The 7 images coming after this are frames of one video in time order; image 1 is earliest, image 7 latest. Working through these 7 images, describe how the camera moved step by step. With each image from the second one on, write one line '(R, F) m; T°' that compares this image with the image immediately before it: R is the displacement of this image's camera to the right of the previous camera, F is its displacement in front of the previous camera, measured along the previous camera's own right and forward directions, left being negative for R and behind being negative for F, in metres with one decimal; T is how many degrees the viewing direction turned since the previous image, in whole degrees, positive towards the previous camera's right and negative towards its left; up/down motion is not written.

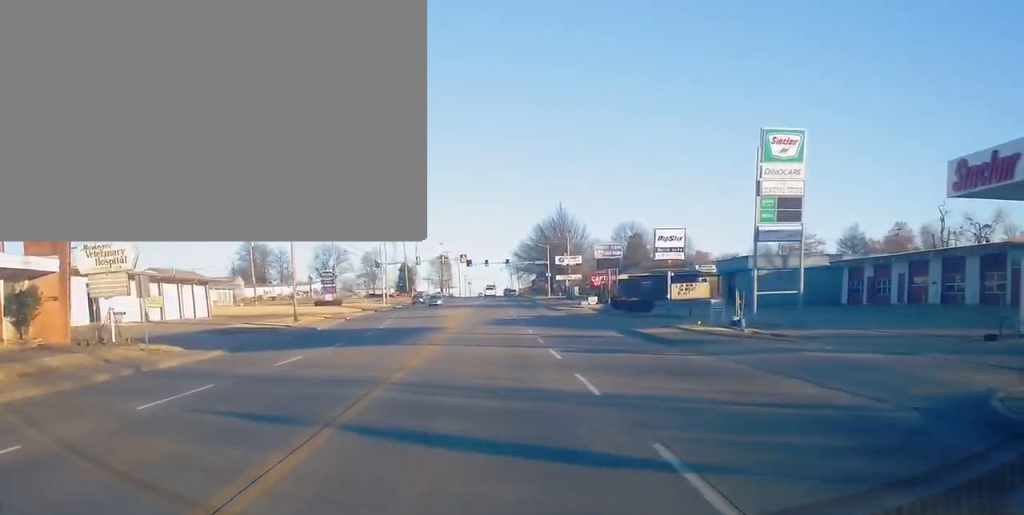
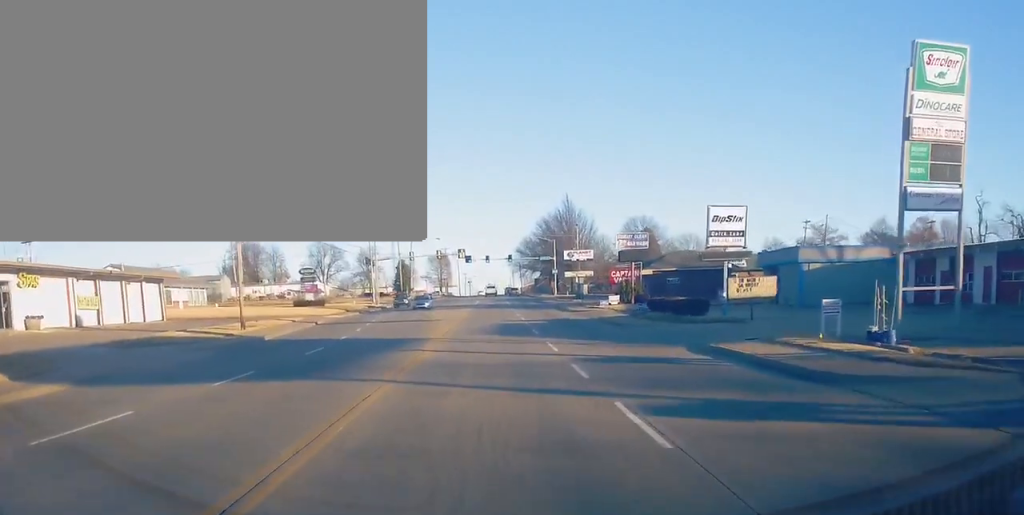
(0.0, +11.6) m; 0°
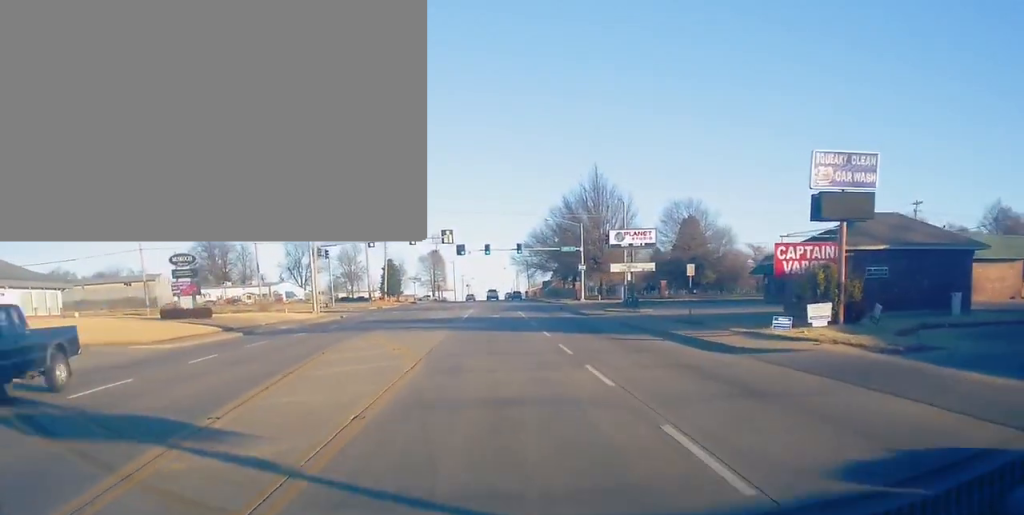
(-0.8, +38.0) m; -2°
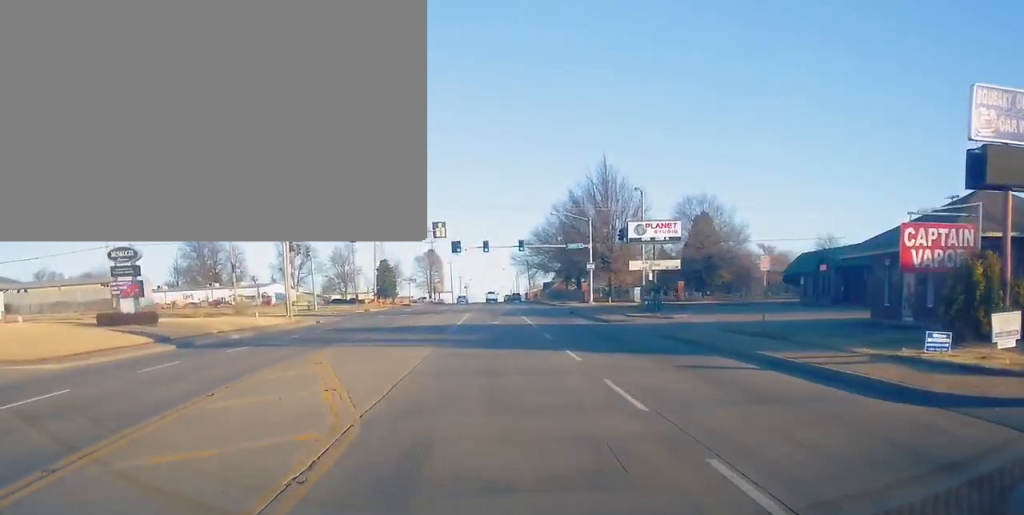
(+0.2, +9.2) m; +1°
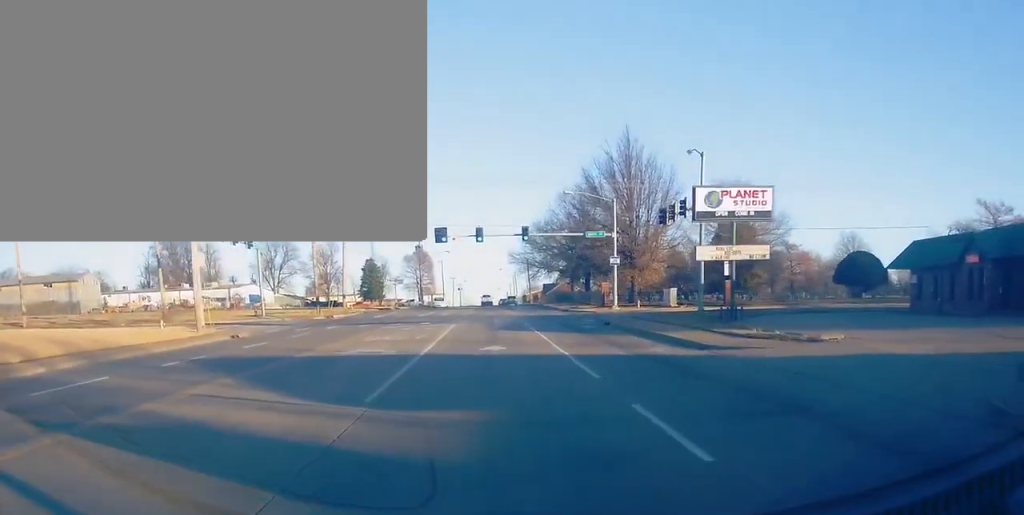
(+0.3, +19.3) m; +1°
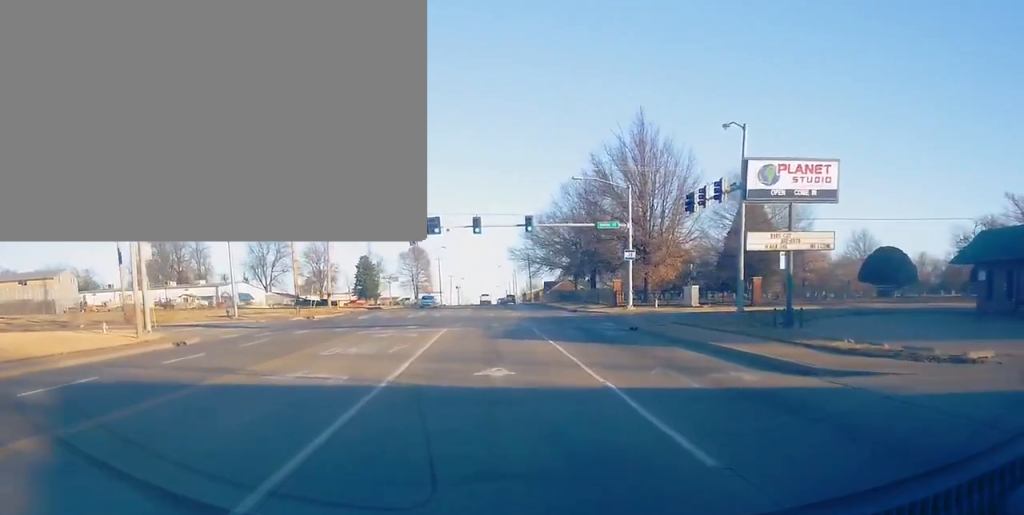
(0.0, +7.6) m; 0°
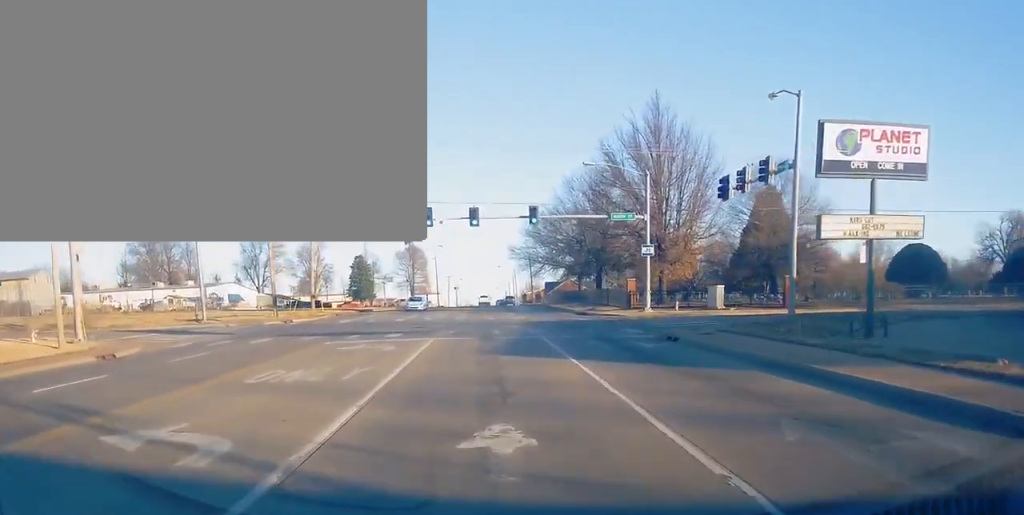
(0.0, +7.0) m; 0°
